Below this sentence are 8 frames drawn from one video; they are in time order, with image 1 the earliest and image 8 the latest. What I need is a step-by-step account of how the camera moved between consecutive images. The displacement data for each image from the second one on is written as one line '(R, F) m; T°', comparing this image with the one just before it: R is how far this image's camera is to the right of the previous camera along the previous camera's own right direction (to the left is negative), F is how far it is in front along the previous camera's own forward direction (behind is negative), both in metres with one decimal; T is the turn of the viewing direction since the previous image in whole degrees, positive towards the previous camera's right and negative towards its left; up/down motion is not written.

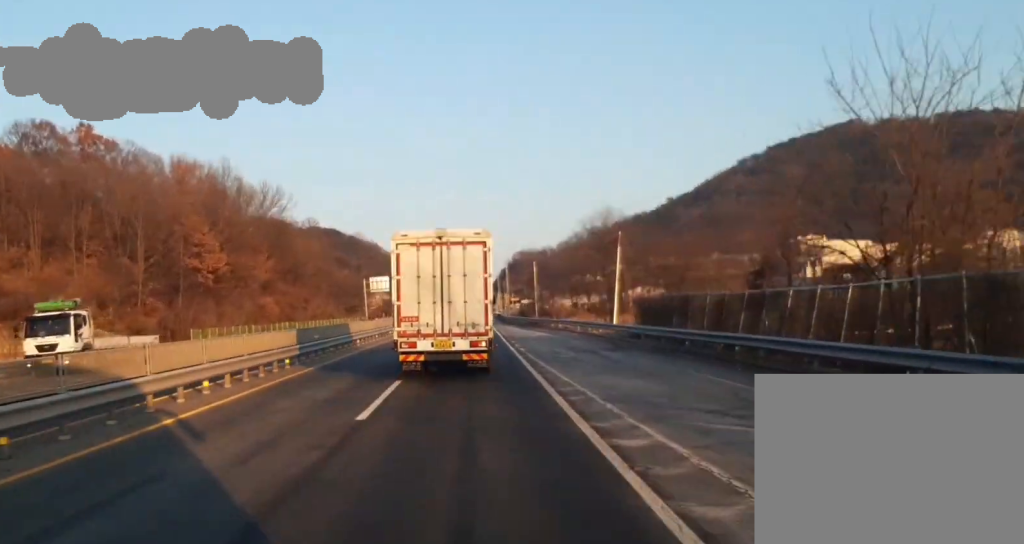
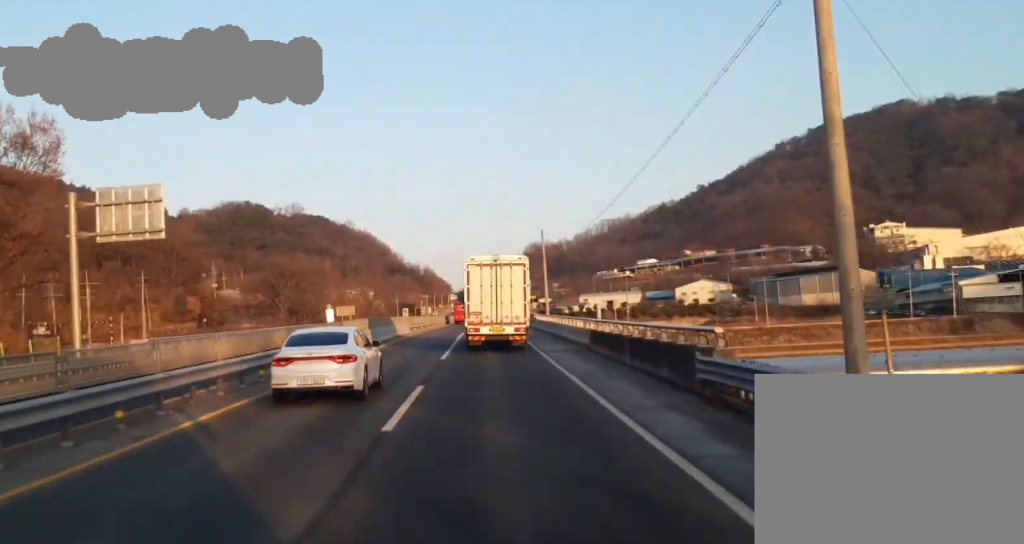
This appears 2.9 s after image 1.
(0.0, +116.5) m; 0°
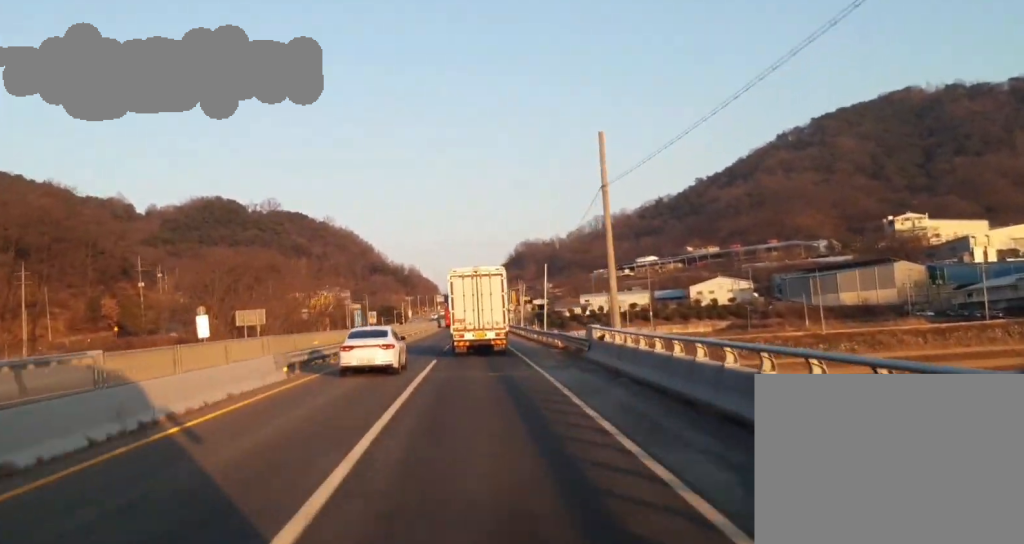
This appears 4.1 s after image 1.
(0.0, +46.3) m; 0°
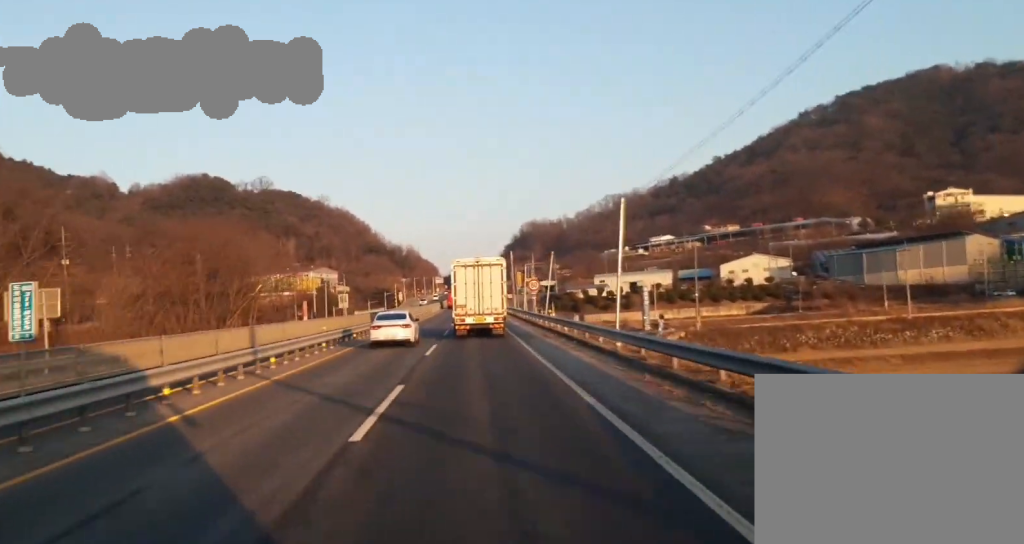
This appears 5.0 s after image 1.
(0.0, +37.0) m; 0°
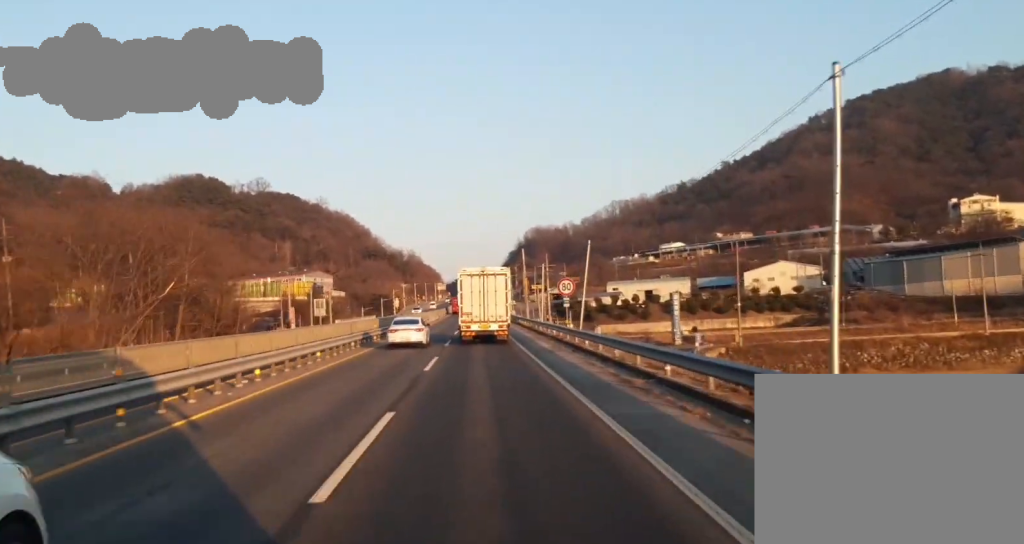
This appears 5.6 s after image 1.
(0.0, +22.5) m; 0°
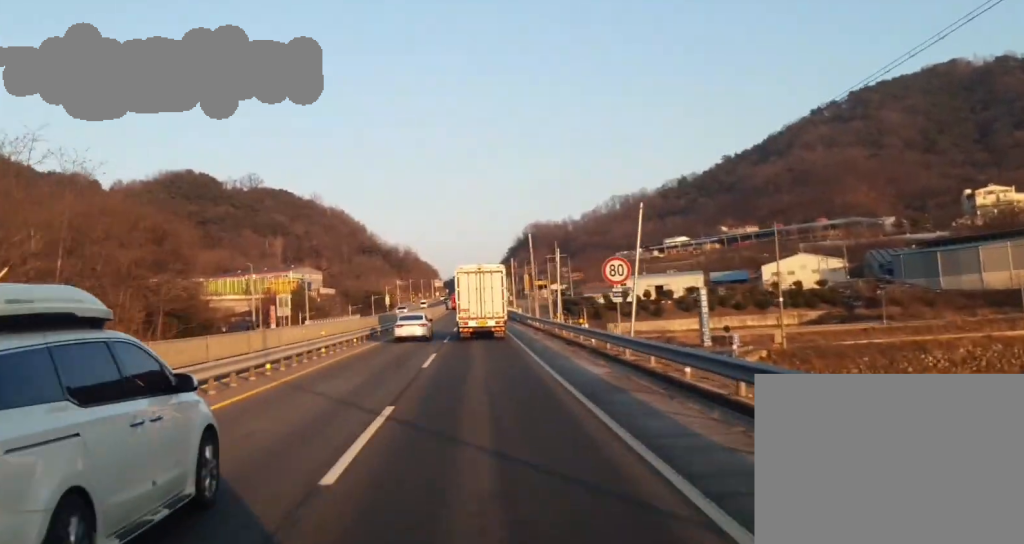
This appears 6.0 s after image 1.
(+0.1, +18.6) m; 0°
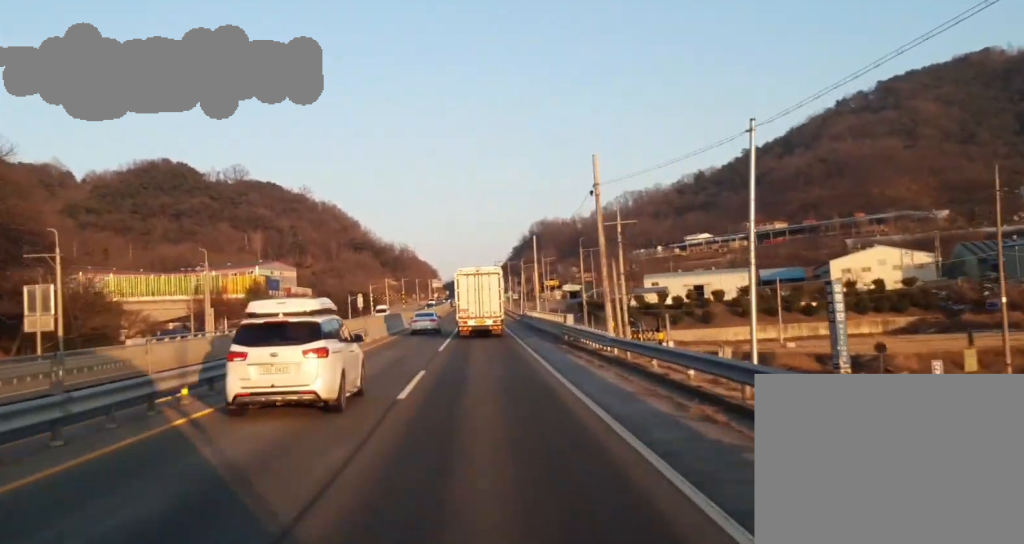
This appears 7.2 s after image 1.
(+0.1, +47.0) m; 0°
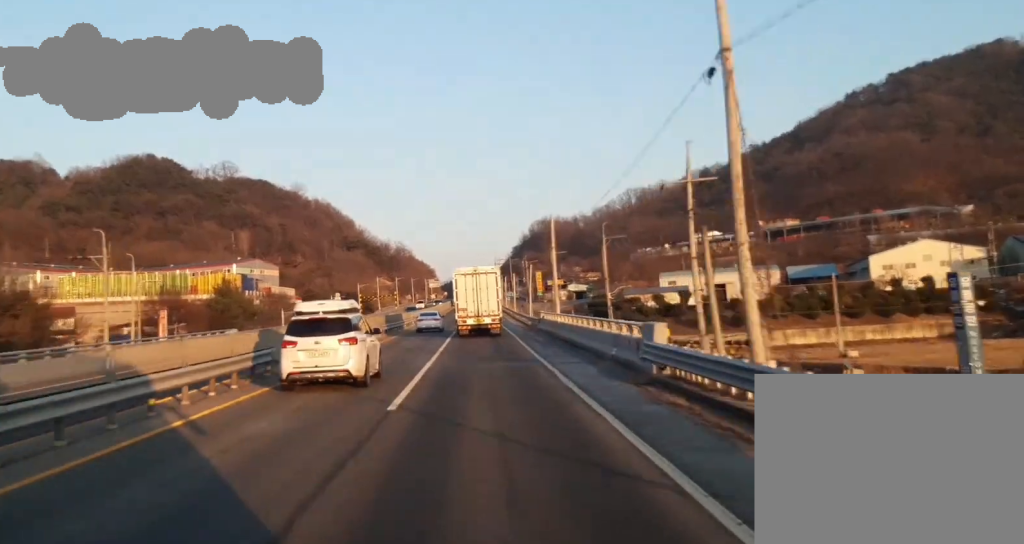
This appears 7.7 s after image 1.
(0.0, +21.7) m; 0°
